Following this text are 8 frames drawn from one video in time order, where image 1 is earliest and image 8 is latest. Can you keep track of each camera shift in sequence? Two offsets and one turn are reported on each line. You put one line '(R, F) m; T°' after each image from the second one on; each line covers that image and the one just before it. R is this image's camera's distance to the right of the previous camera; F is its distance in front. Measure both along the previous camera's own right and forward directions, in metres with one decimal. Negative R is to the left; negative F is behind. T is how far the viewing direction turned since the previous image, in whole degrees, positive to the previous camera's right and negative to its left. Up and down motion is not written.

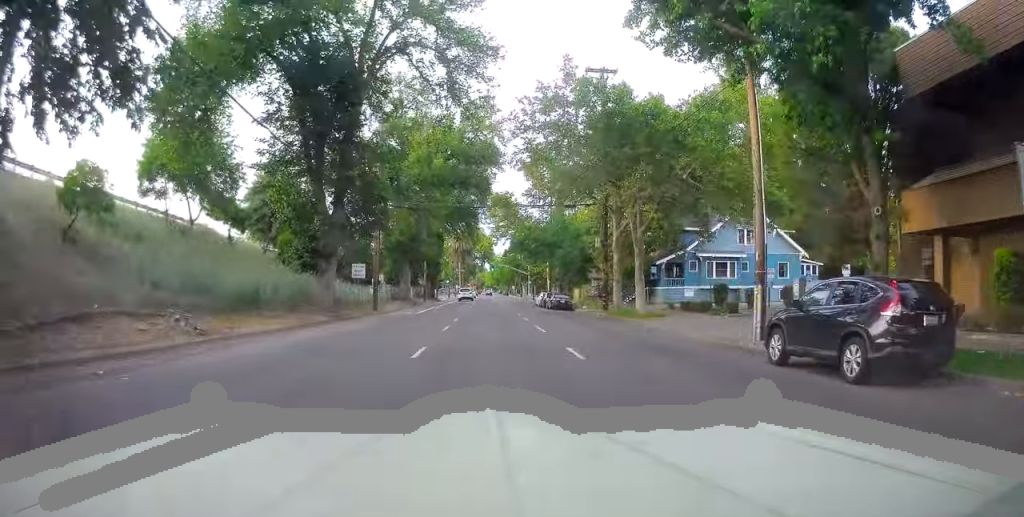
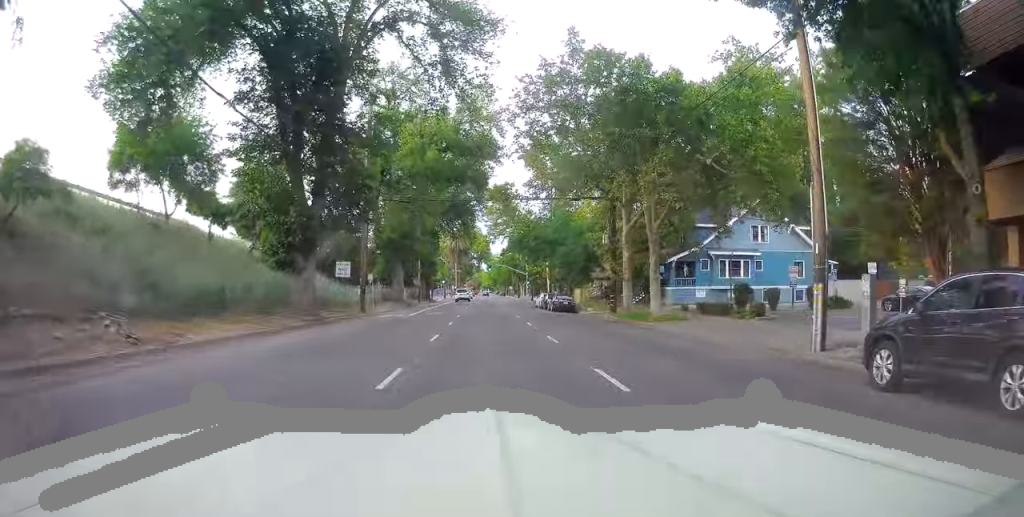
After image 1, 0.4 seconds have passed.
(0.0, +2.8) m; 0°
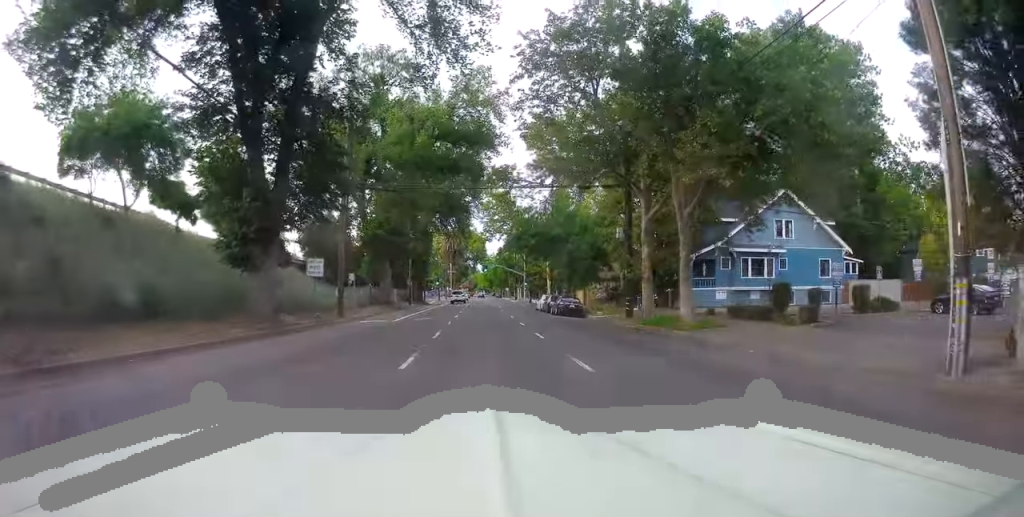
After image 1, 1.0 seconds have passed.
(0.0, +3.9) m; 0°
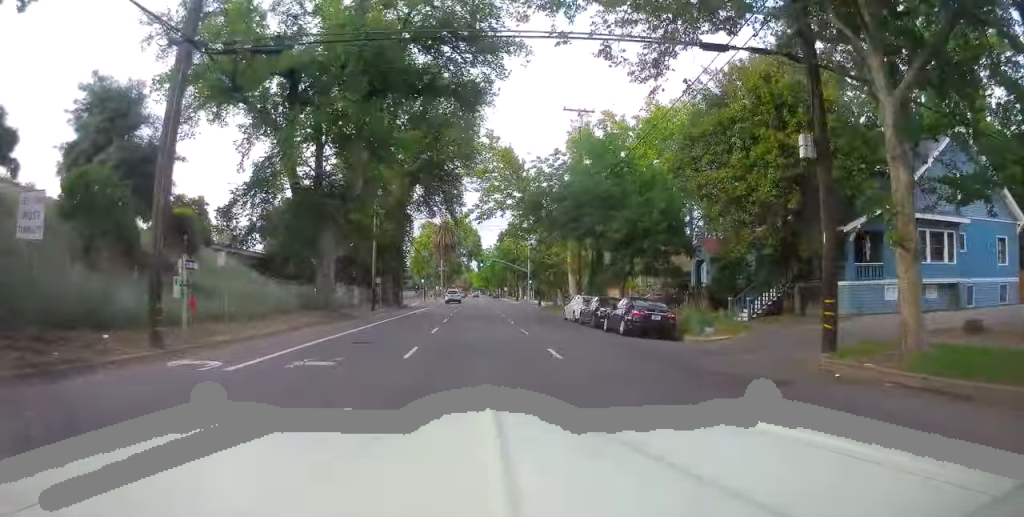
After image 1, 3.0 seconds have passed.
(0.0, +15.1) m; 0°
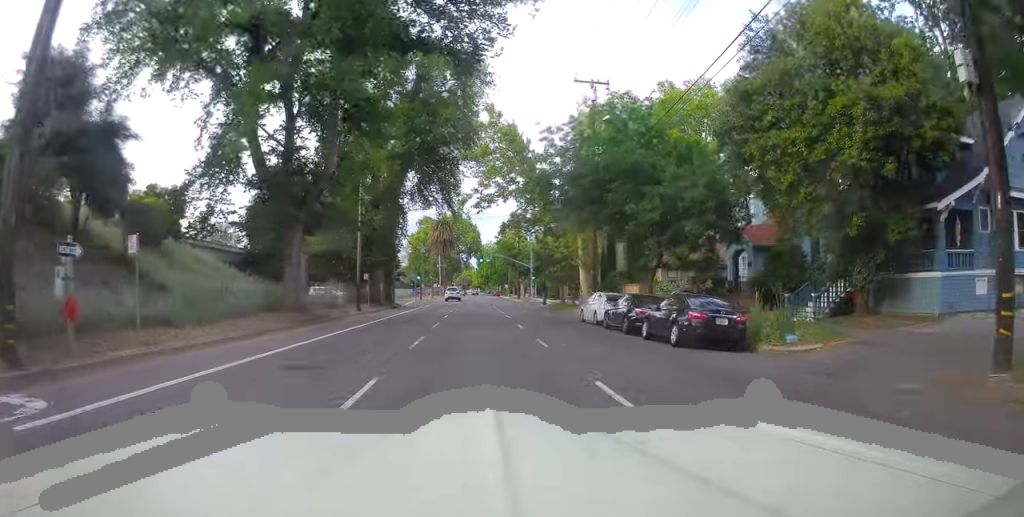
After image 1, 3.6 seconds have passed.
(0.0, +4.3) m; 0°
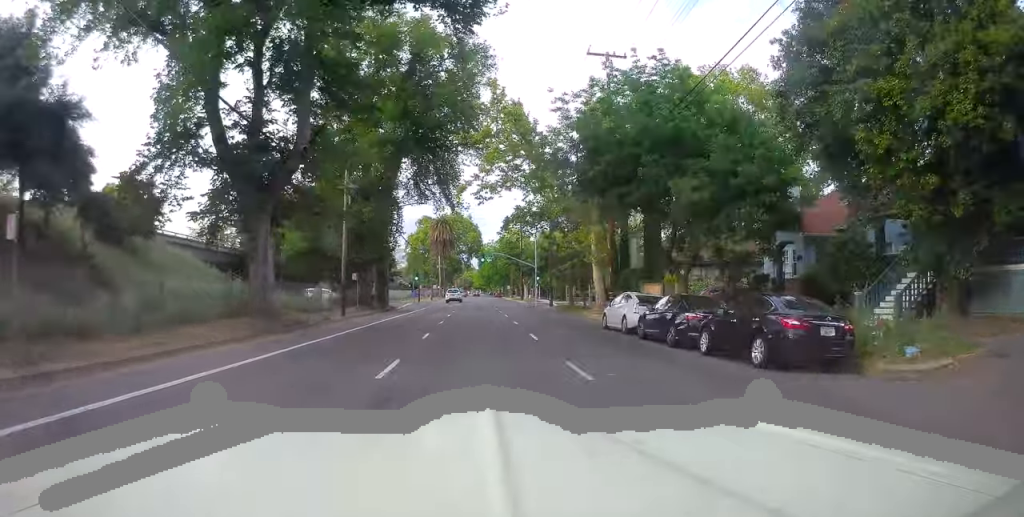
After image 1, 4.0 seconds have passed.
(0.0, +3.7) m; 0°
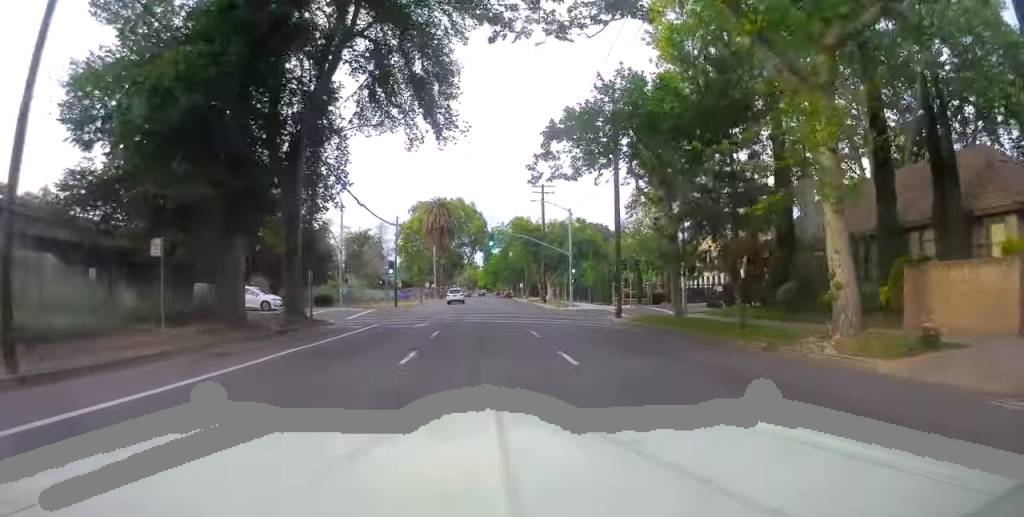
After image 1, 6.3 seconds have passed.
(0.0, +24.2) m; 0°
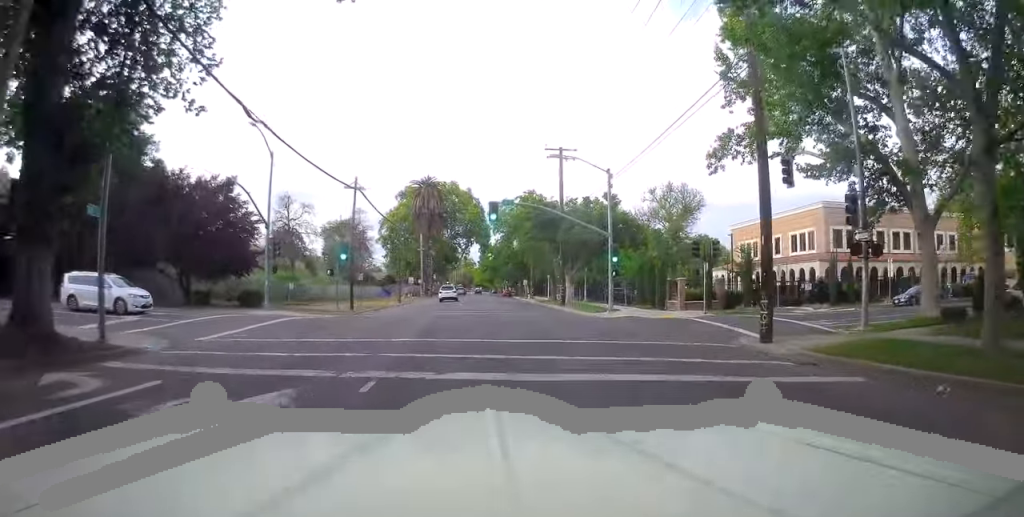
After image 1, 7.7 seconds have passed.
(-0.5, +18.3) m; -7°
